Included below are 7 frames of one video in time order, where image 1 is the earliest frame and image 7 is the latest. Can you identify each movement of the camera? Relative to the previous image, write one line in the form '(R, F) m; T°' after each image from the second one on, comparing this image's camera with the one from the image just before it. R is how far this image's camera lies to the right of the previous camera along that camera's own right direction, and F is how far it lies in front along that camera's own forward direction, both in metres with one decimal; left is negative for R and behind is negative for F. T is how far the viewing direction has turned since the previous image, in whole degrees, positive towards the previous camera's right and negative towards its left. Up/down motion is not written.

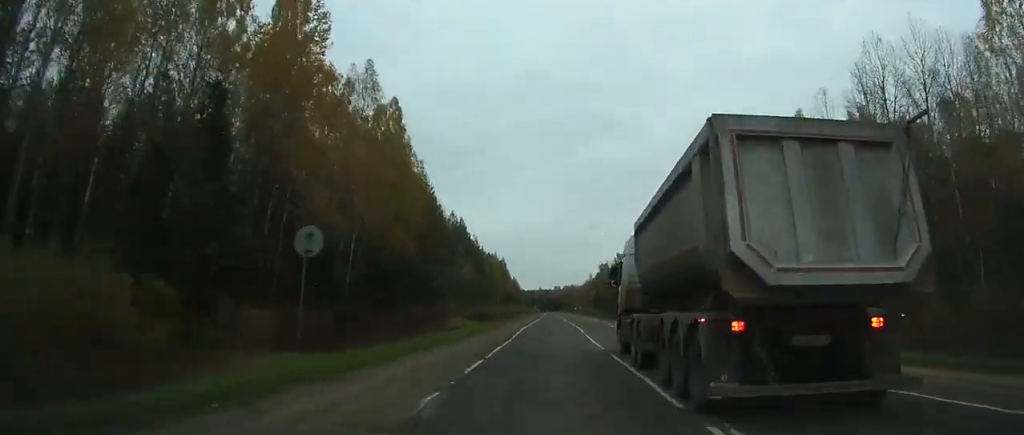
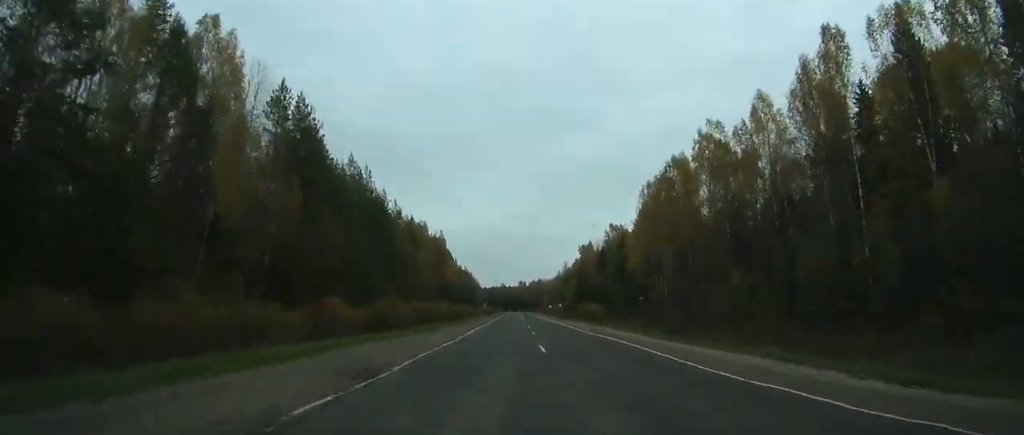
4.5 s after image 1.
(+1.4, +83.3) m; +1°
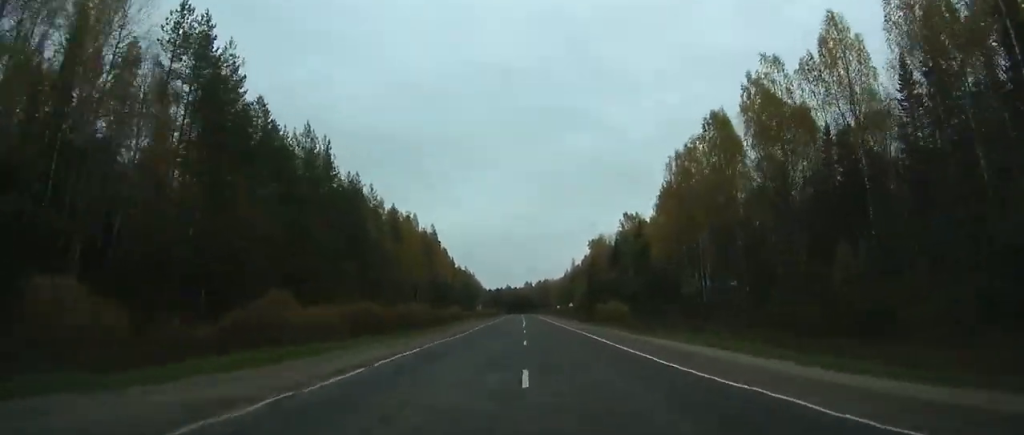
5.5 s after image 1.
(0.0, +19.7) m; 0°
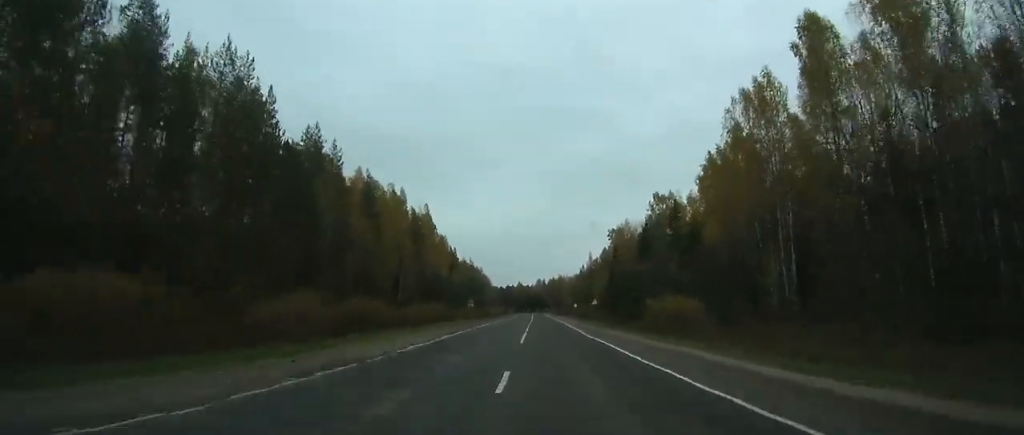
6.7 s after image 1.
(-0.1, +24.0) m; 0°
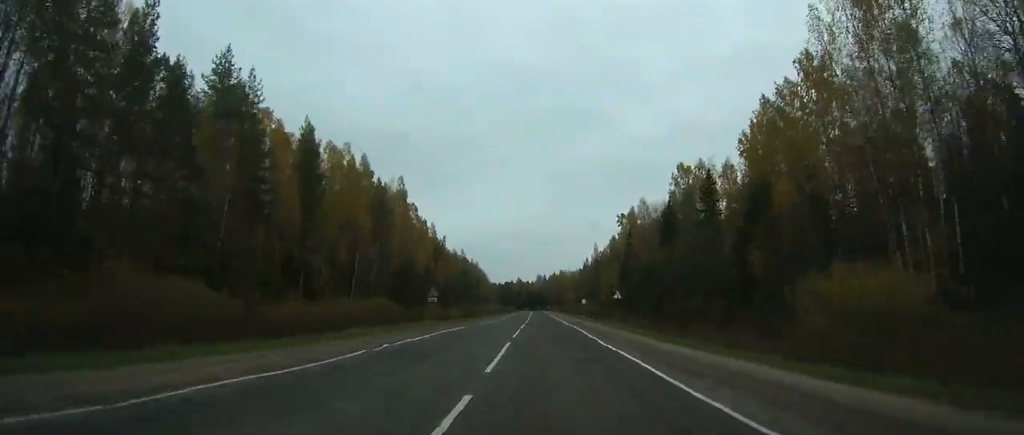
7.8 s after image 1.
(-0.1, +23.1) m; 0°
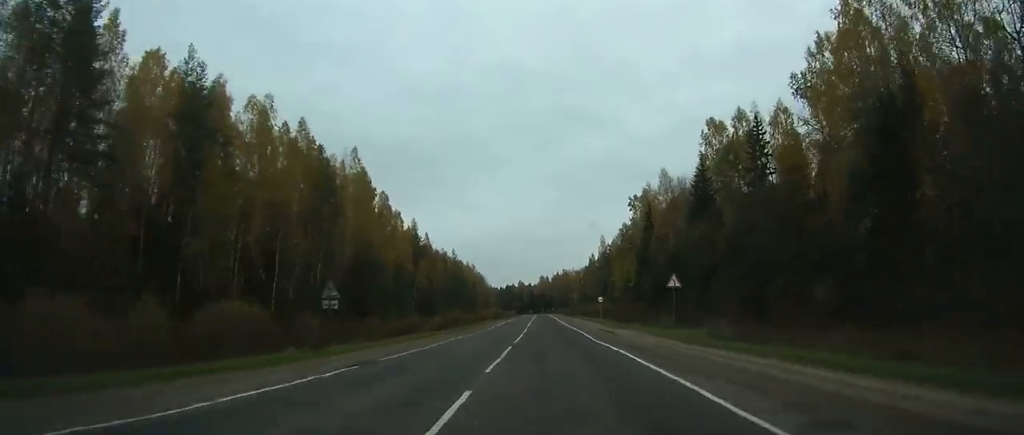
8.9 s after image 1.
(+0.1, +22.2) m; 0°
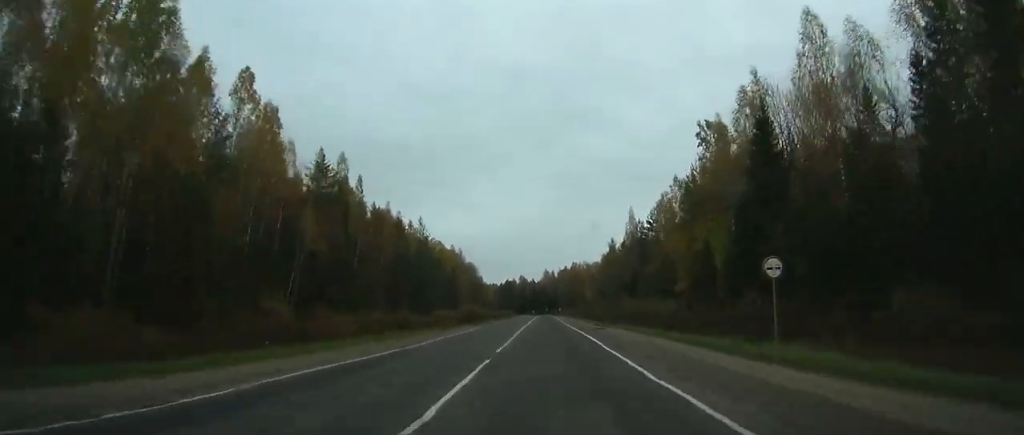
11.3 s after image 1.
(-0.5, +56.9) m; 0°
